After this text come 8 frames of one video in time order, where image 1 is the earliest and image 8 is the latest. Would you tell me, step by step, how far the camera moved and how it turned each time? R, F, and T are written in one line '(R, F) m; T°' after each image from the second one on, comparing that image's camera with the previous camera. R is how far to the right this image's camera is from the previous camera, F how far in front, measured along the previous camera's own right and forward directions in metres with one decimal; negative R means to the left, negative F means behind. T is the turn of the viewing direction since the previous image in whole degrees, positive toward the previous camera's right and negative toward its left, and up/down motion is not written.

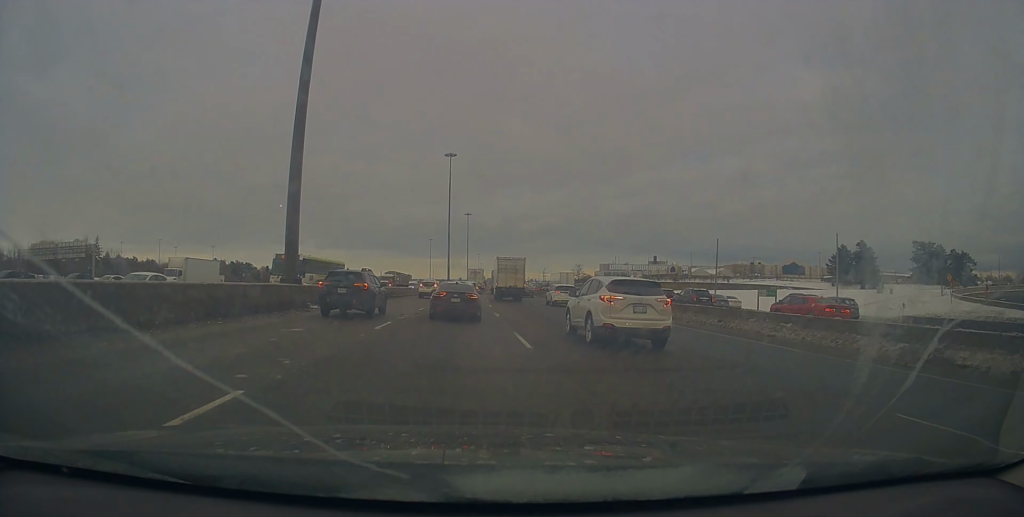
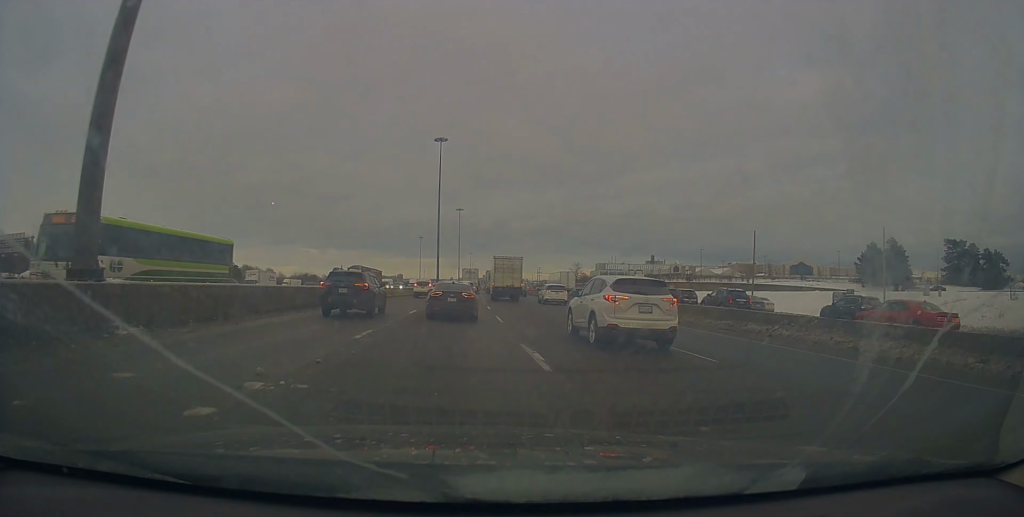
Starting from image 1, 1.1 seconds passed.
(+0.1, +15.6) m; 0°
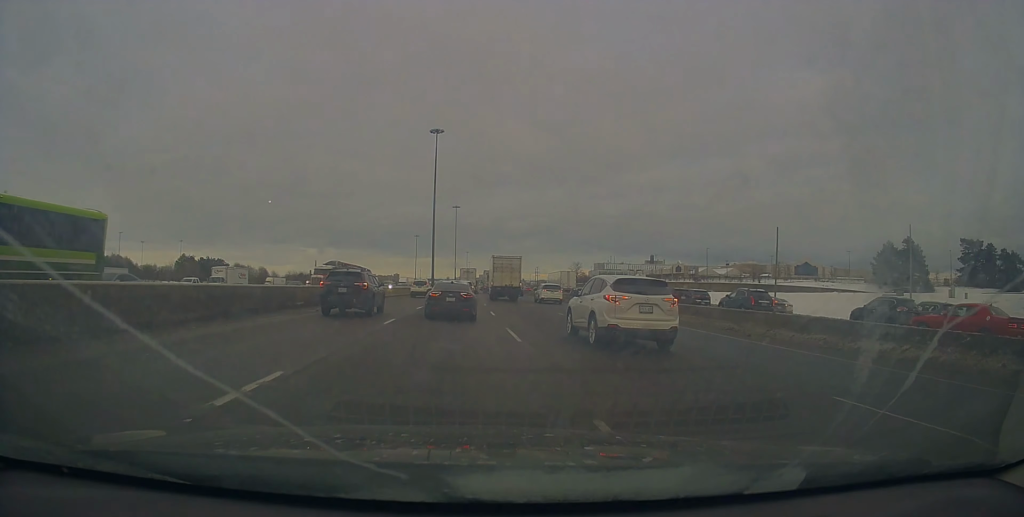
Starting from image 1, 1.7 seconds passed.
(-0.1, +7.3) m; -1°
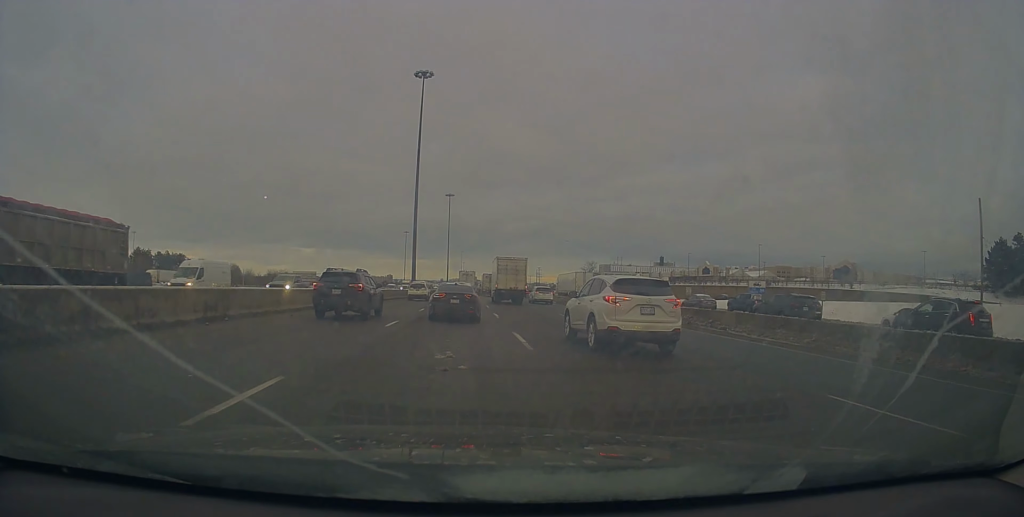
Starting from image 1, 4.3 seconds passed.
(0.0, +36.1) m; +1°
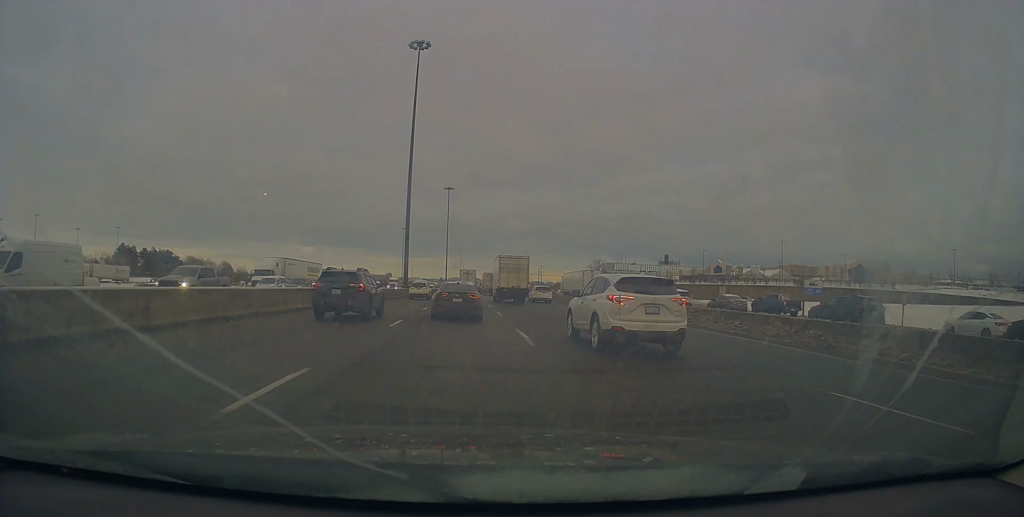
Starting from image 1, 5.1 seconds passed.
(-0.1, +11.6) m; -1°
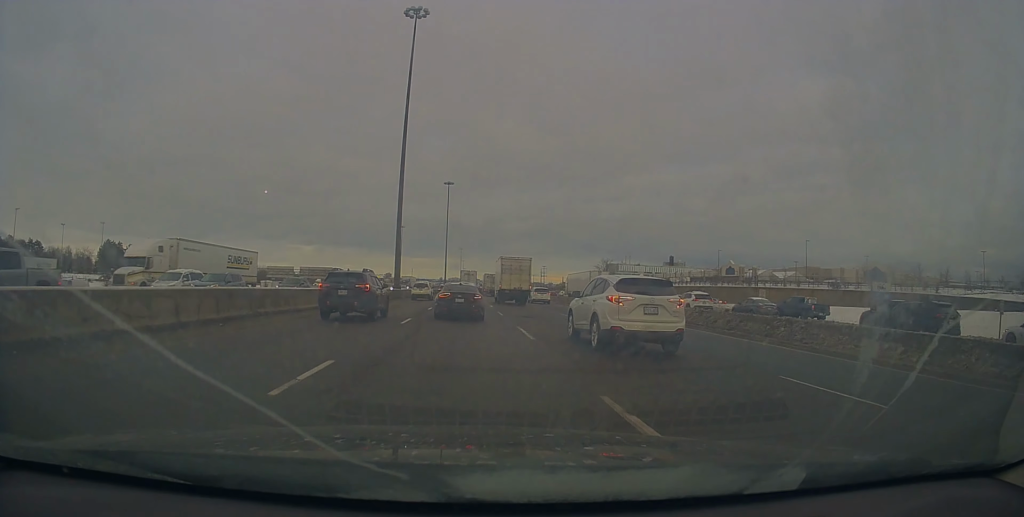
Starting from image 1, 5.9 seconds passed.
(0.0, +10.7) m; 0°
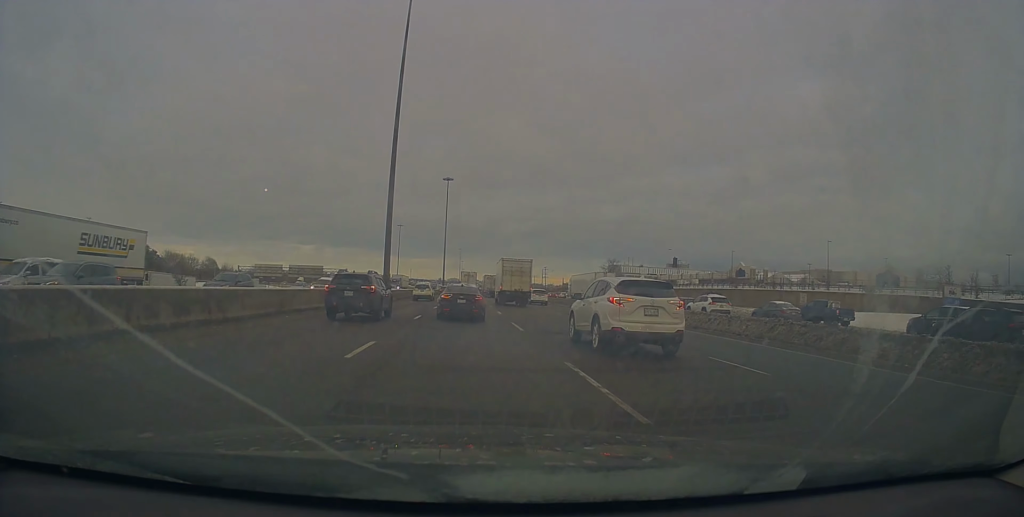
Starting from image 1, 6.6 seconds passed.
(0.0, +8.7) m; -1°
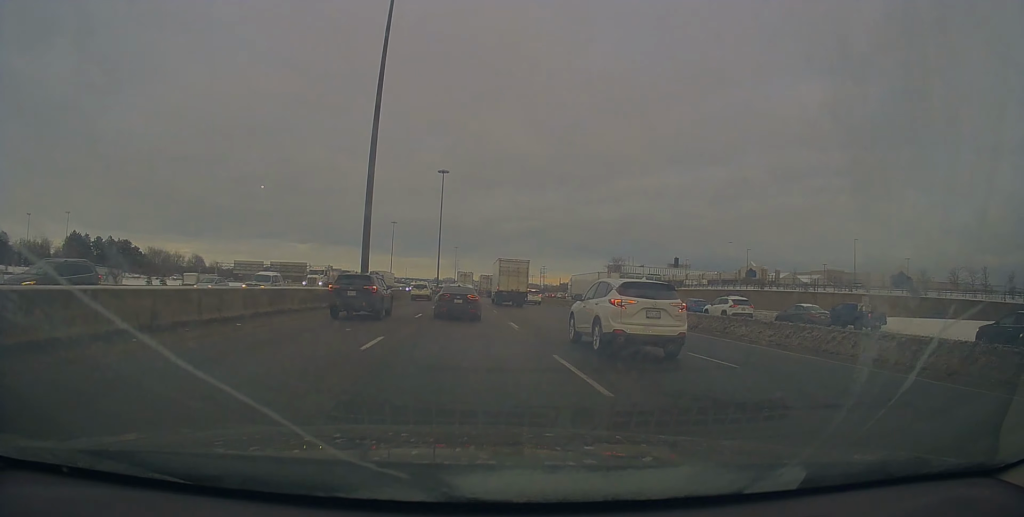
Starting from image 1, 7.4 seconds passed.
(-0.1, +10.5) m; 0°
